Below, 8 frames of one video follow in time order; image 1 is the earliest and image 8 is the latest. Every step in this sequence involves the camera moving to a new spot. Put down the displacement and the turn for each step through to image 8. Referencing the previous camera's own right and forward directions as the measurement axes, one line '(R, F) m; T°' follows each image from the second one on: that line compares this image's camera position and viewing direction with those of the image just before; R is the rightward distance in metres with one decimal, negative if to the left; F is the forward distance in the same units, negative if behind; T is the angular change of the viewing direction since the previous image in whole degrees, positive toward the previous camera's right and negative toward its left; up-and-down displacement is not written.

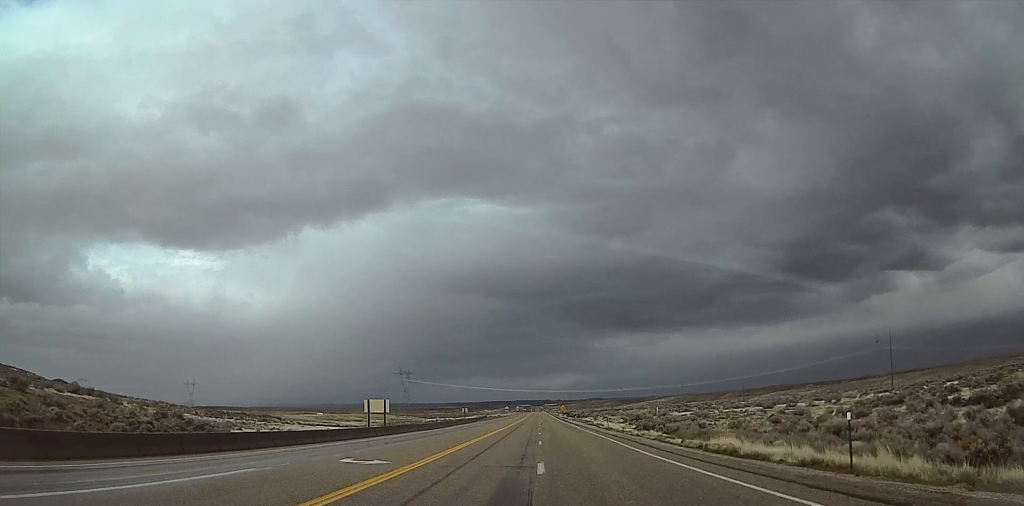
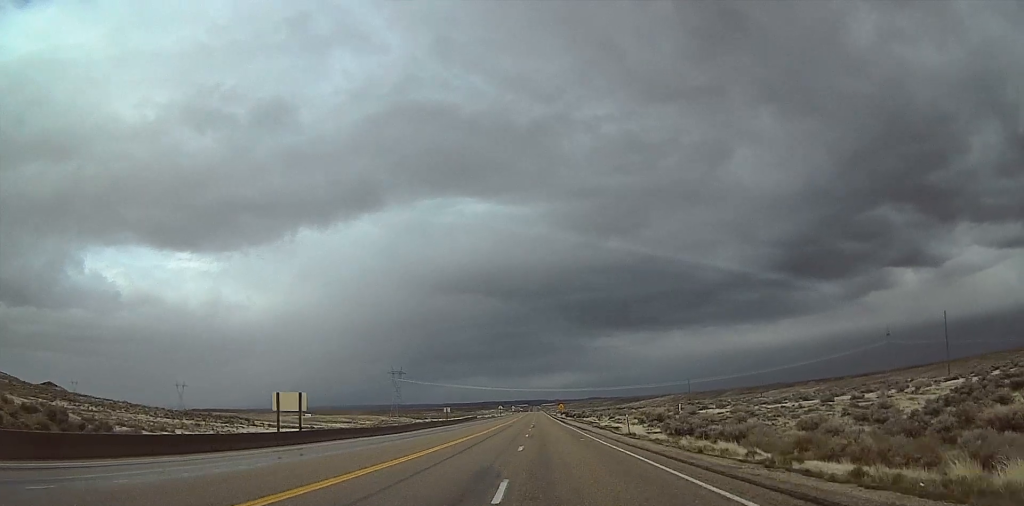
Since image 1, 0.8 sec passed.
(+0.6, +20.9) m; 0°
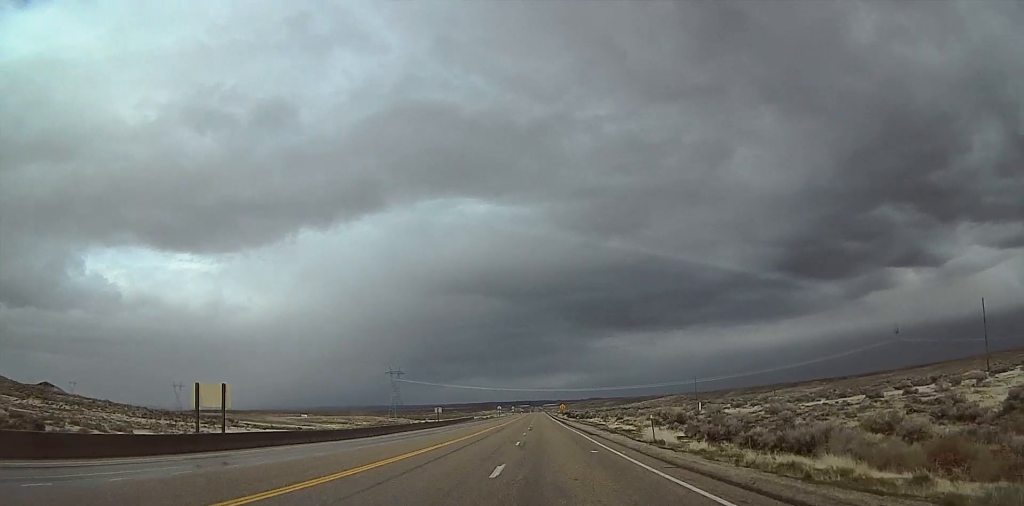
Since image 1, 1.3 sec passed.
(-0.5, +10.9) m; 0°
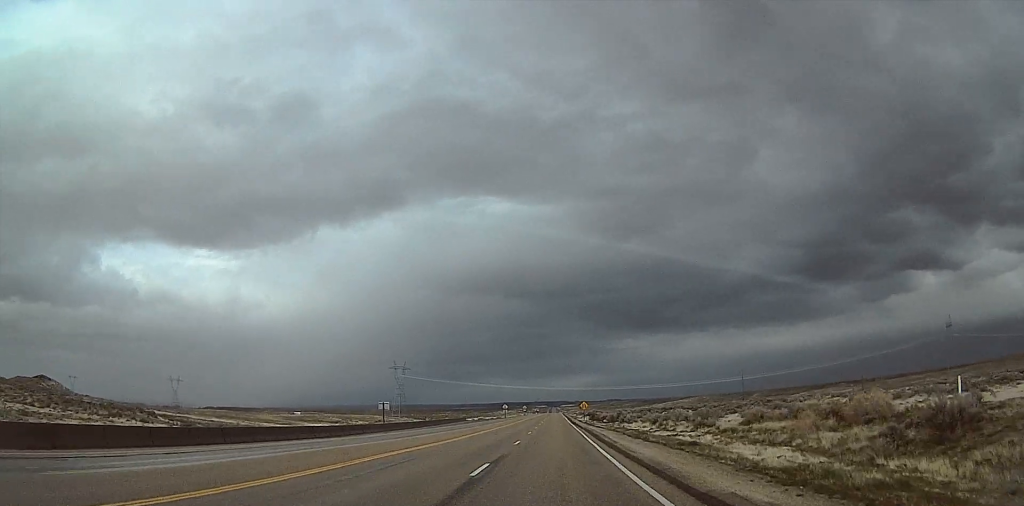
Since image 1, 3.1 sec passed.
(+0.3, +45.8) m; 0°
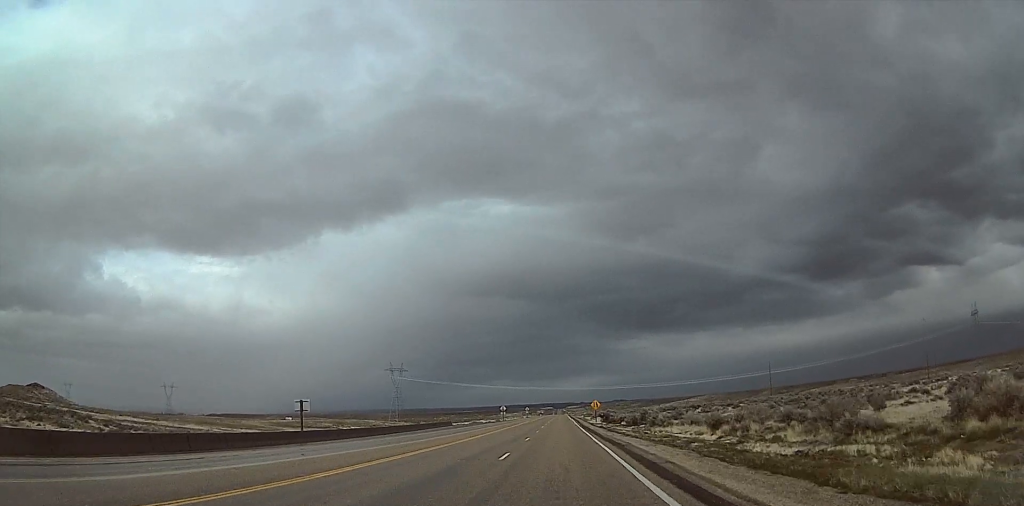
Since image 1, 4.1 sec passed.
(-0.6, +24.9) m; -1°
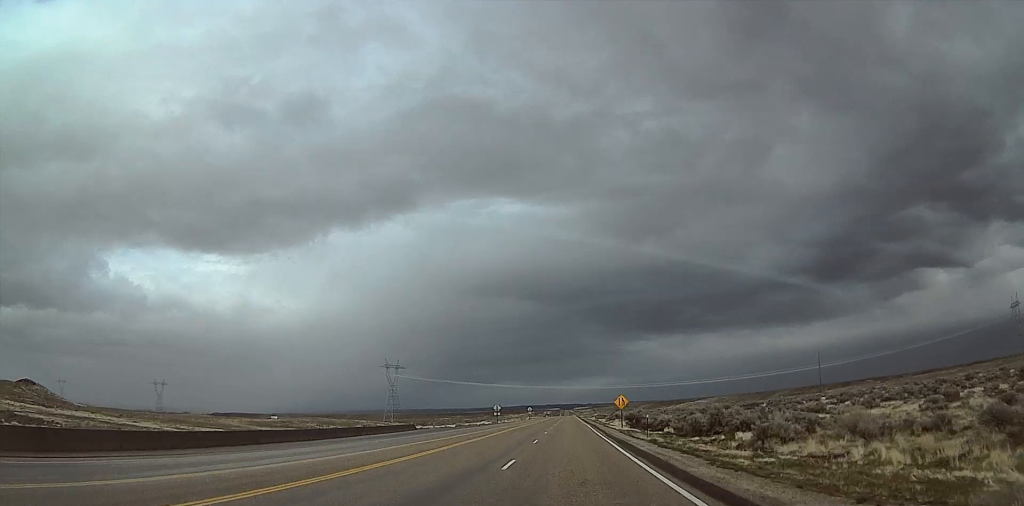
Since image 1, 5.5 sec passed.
(0.0, +34.3) m; 0°
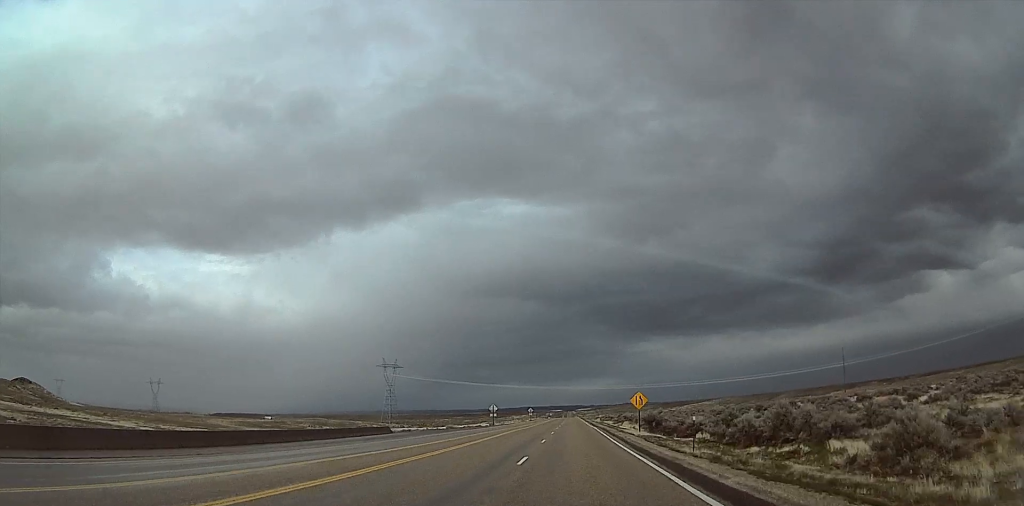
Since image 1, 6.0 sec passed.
(0.0, +13.5) m; 0°
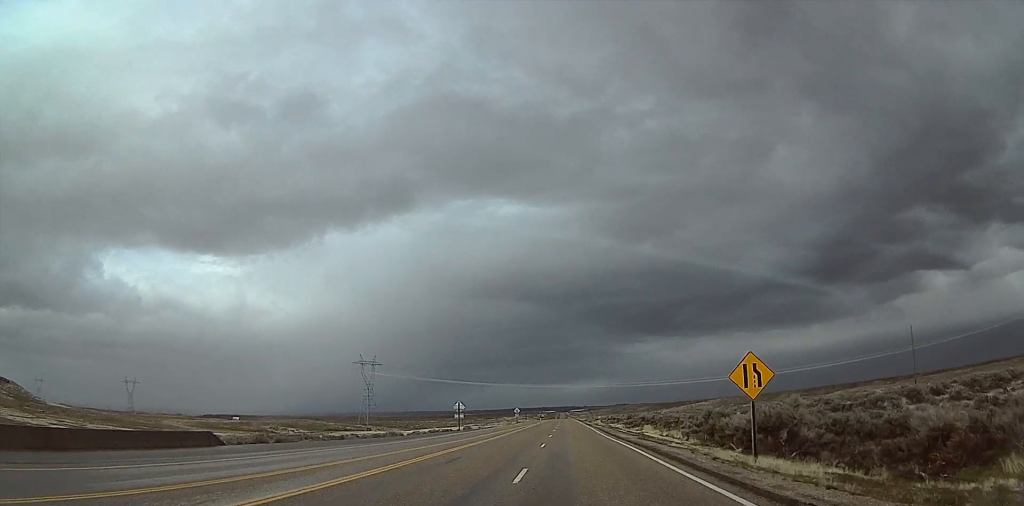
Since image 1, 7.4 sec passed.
(0.0, +35.5) m; 0°
